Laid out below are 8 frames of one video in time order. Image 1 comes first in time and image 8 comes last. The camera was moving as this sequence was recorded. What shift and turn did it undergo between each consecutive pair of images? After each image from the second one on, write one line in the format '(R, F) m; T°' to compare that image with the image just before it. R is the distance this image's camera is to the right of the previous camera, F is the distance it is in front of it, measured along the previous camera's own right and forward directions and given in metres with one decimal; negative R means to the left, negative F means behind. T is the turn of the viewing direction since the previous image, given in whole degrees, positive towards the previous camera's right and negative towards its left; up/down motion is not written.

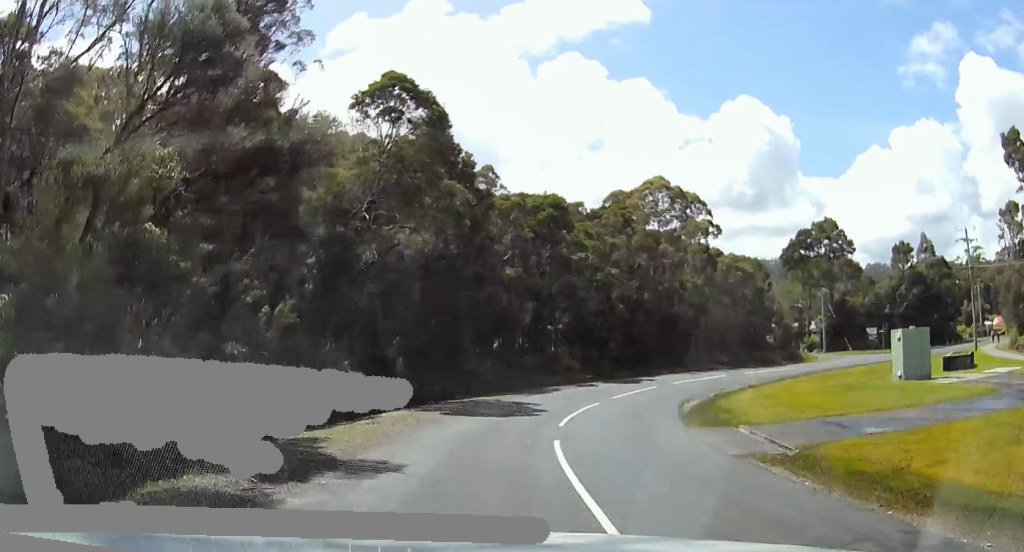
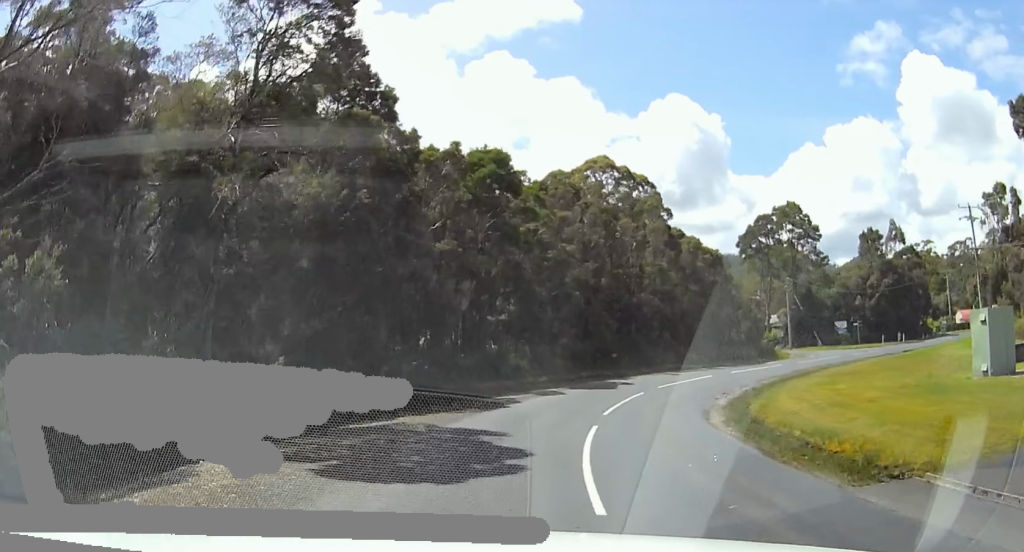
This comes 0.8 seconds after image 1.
(+0.7, +8.8) m; +5°
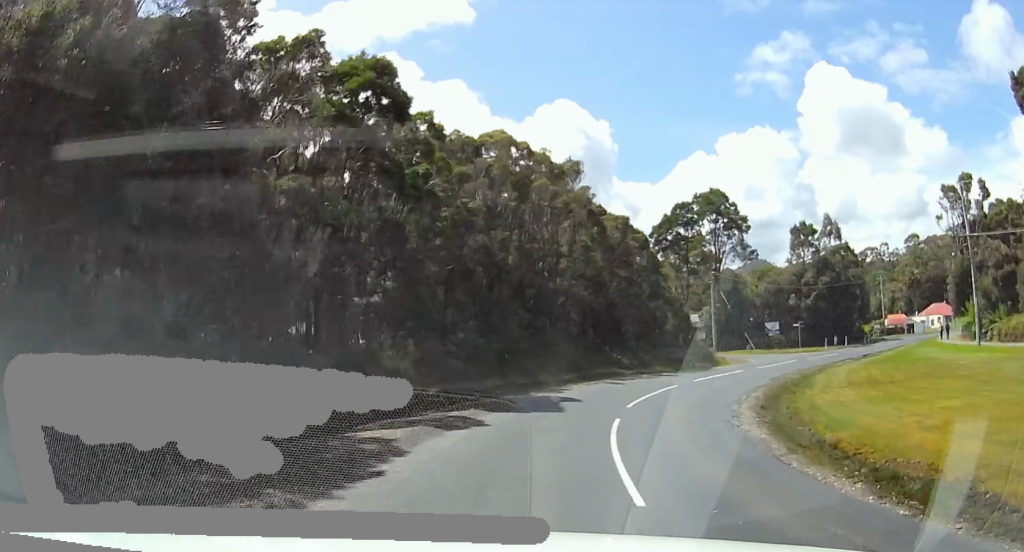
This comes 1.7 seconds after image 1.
(+0.3, +11.0) m; +1°
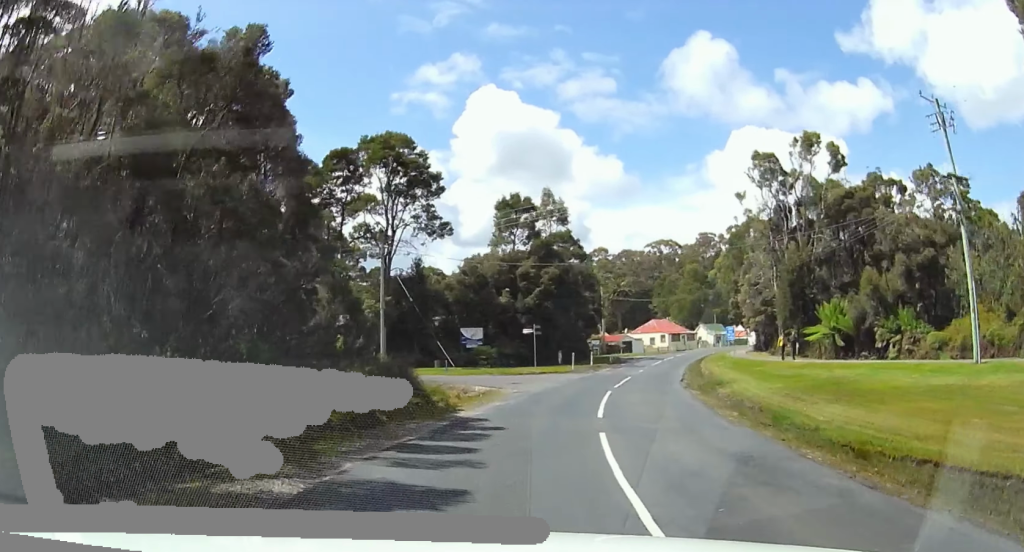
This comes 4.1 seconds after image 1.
(0.0, +26.4) m; 0°
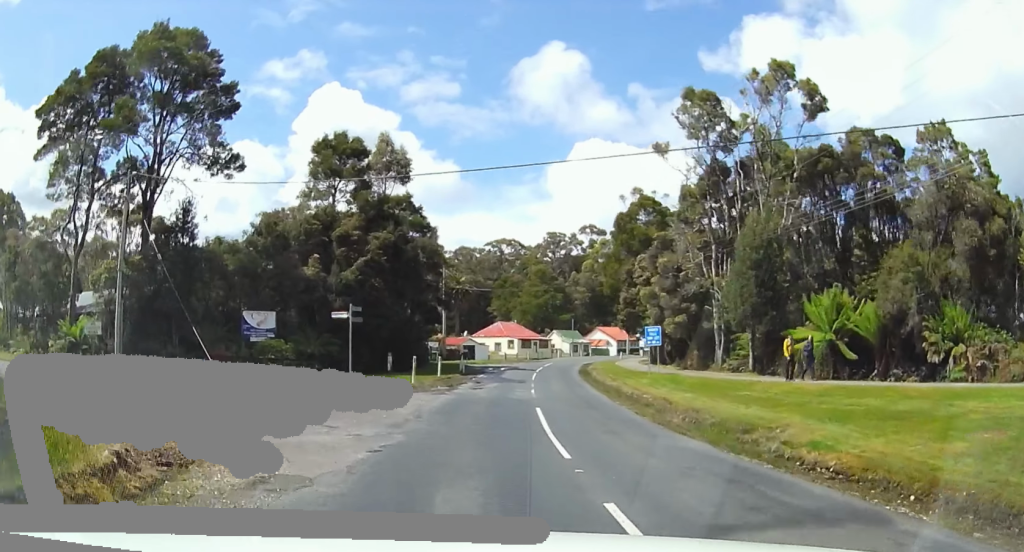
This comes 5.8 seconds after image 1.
(+3.6, +16.9) m; +31°
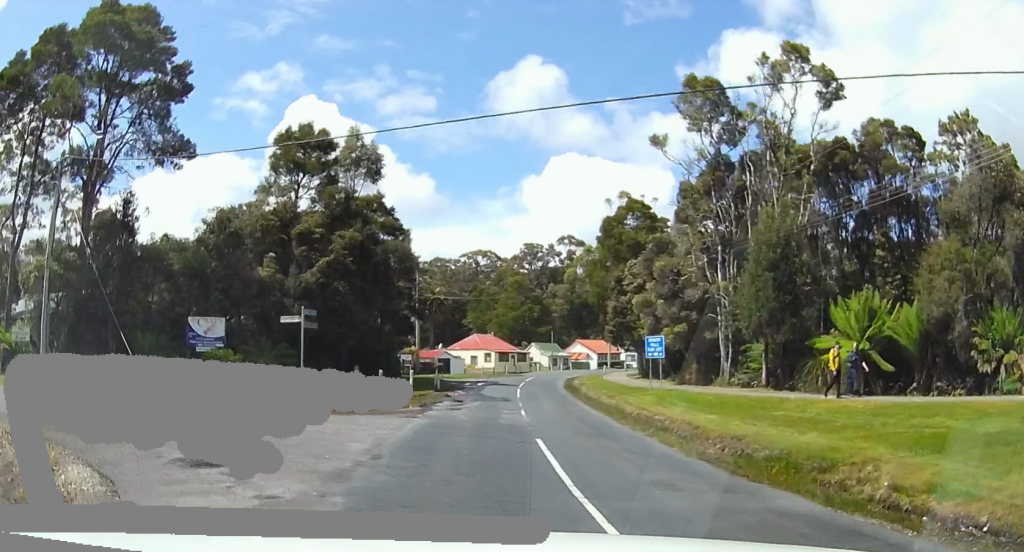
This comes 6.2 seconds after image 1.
(+0.6, +4.3) m; +9°
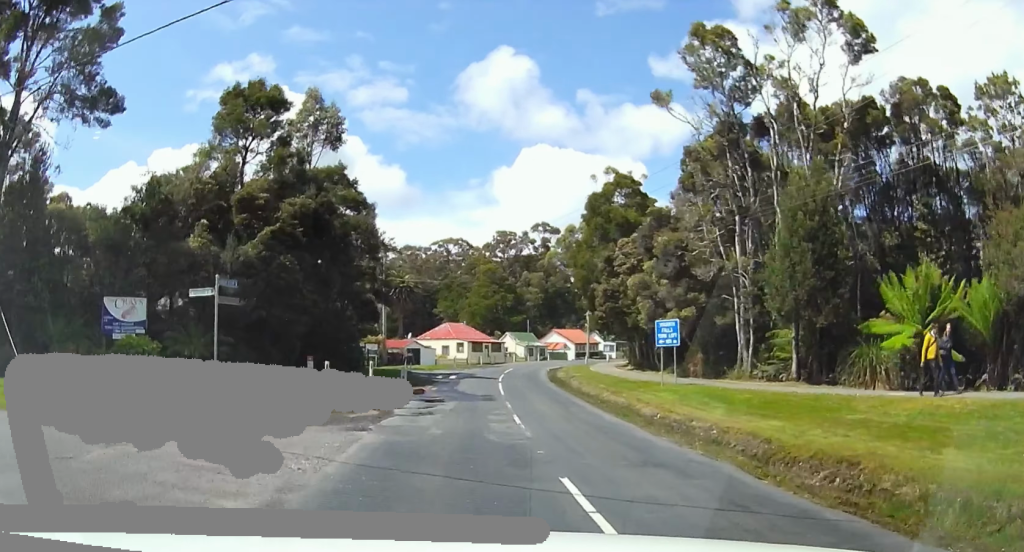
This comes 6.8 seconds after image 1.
(+0.2, +5.4) m; +2°
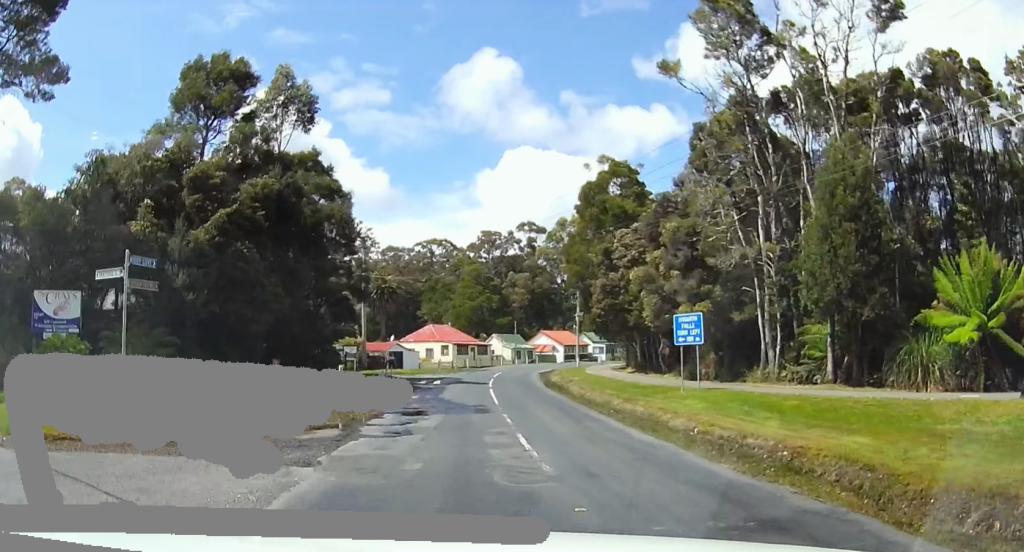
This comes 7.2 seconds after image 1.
(0.0, +3.8) m; +2°
